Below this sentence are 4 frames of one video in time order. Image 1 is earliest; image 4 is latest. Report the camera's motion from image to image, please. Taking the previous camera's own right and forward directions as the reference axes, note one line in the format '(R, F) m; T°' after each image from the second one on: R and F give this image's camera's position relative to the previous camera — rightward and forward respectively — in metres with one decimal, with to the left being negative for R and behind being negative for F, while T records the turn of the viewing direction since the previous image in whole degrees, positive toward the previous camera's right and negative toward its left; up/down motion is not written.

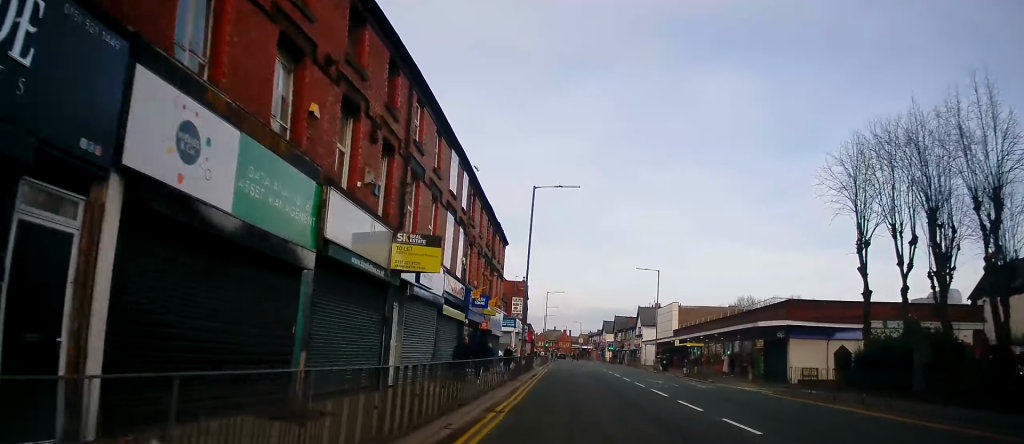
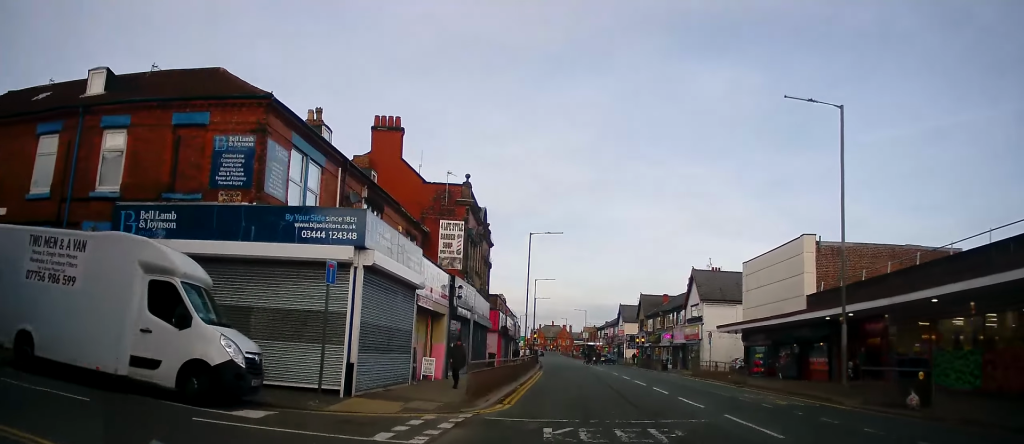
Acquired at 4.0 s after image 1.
(+1.3, +42.7) m; +1°
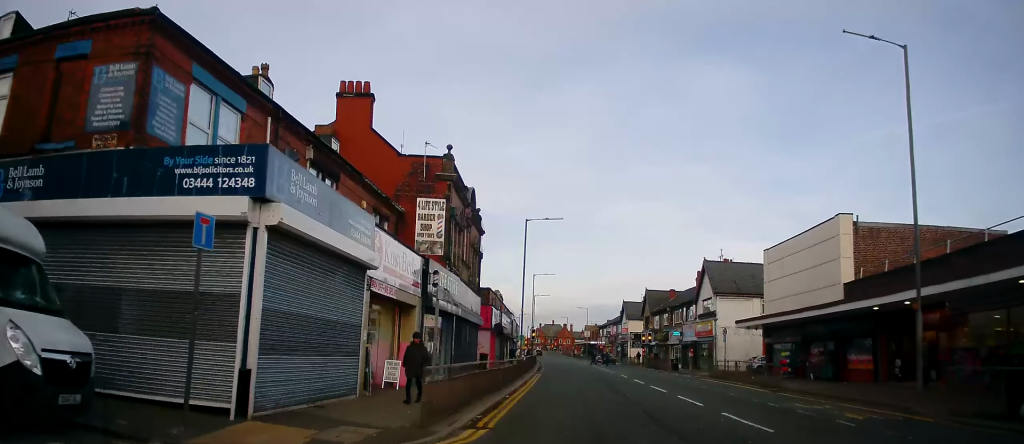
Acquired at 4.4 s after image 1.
(+0.2, +4.8) m; +1°
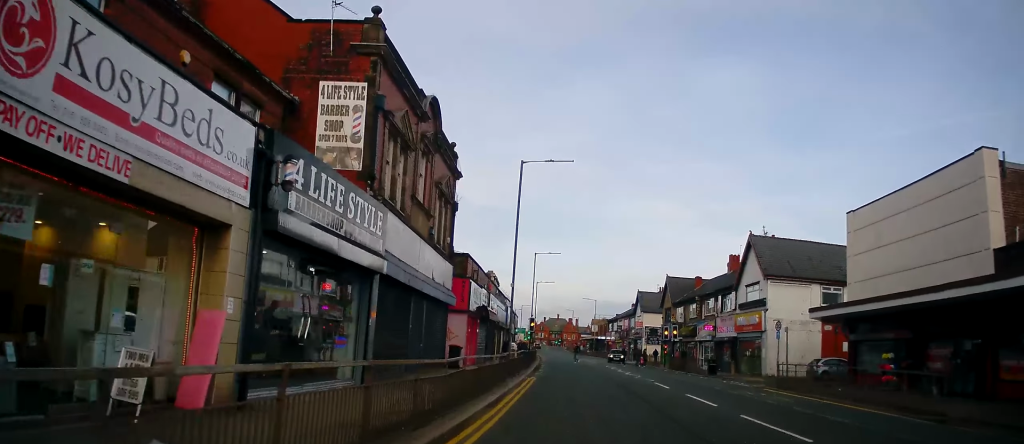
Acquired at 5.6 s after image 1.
(+0.2, +11.7) m; -2°
